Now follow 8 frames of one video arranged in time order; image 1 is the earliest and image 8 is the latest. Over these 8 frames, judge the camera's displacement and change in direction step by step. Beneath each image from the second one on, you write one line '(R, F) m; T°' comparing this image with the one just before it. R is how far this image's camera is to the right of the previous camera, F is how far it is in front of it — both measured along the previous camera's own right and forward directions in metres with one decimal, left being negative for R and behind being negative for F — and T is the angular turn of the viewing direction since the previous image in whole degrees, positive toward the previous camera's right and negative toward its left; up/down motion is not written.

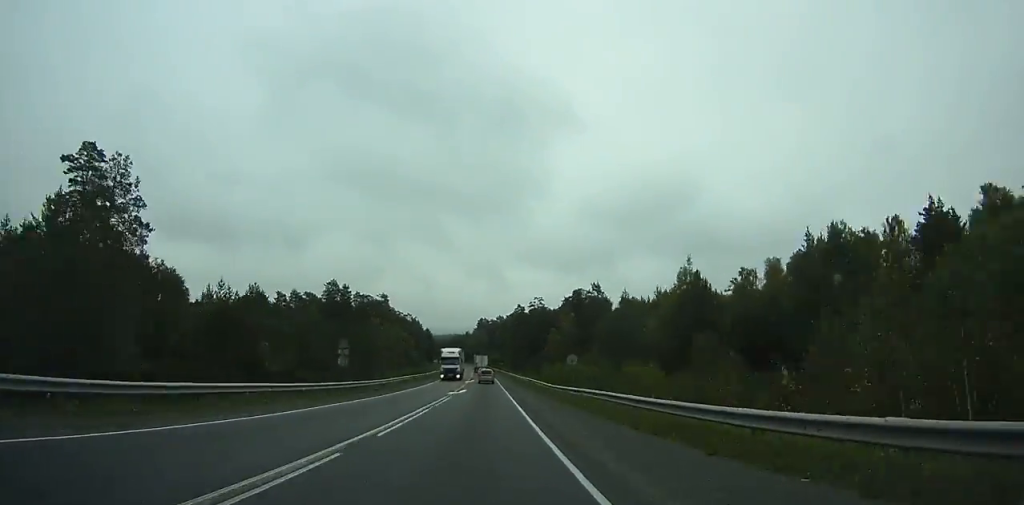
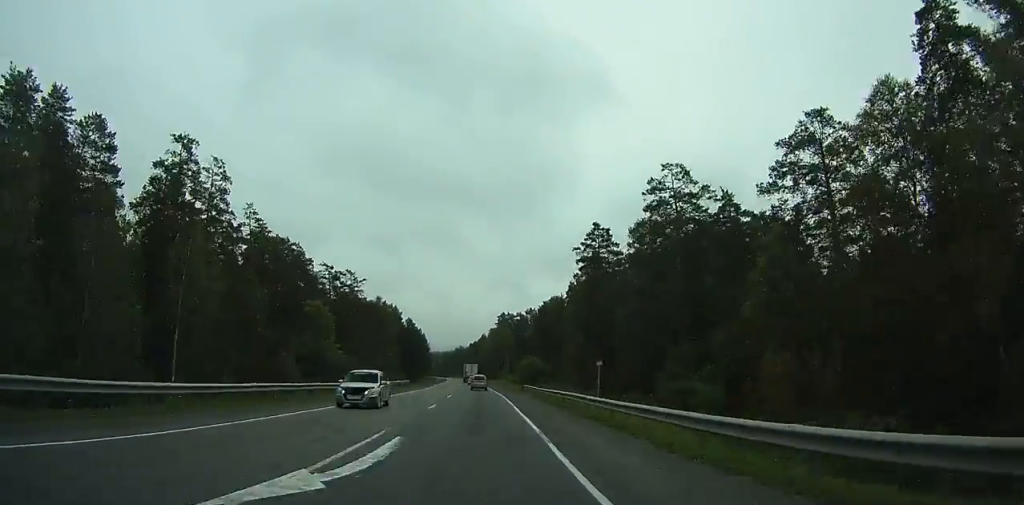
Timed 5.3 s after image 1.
(-63.9, +125.5) m; +25°
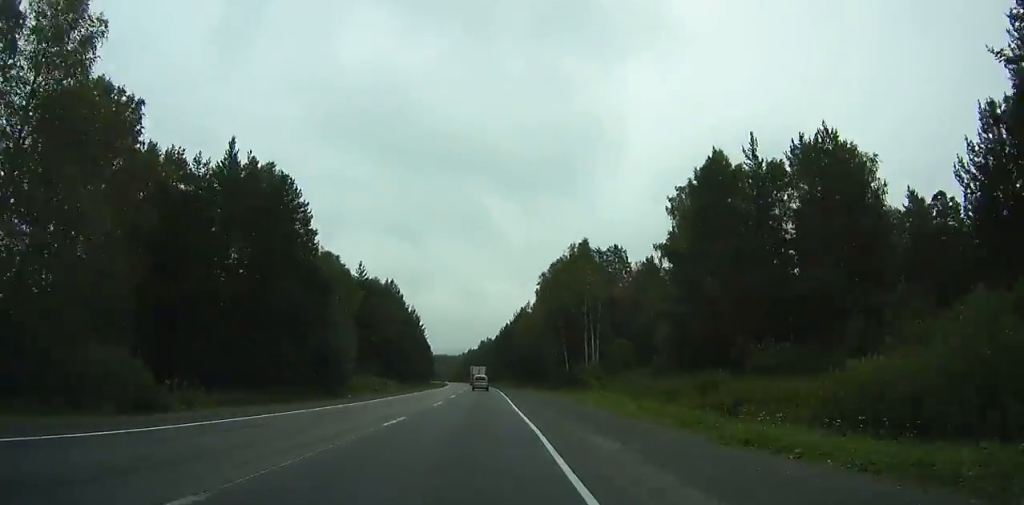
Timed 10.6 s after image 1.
(+189.8, +93.9) m; +63°
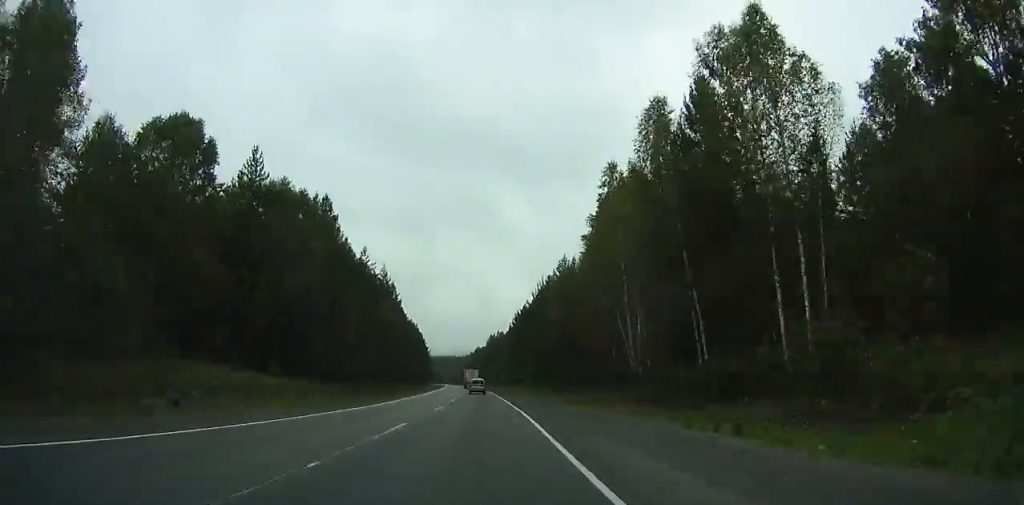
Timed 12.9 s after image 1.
(-15.2, +78.8) m; -21°
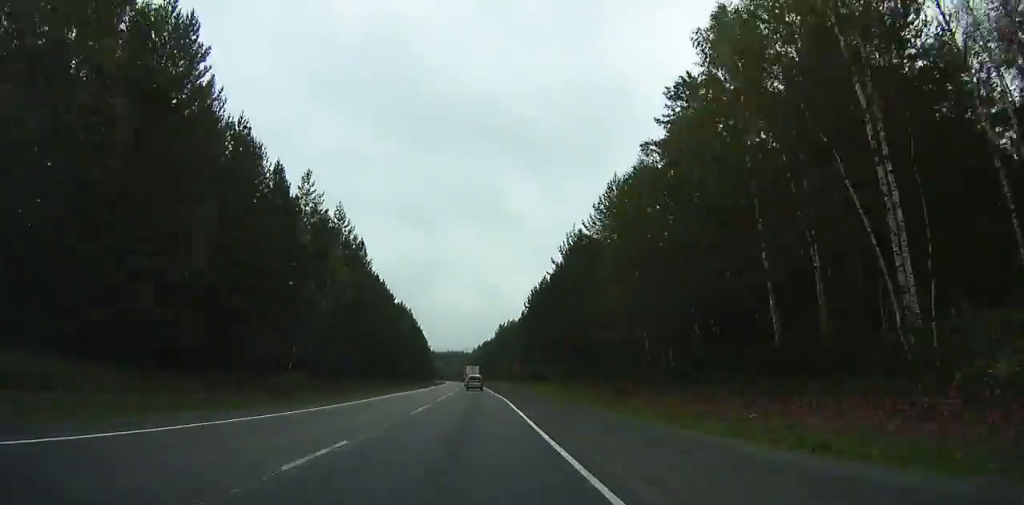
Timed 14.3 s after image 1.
(-7.5, +41.9) m; -9°
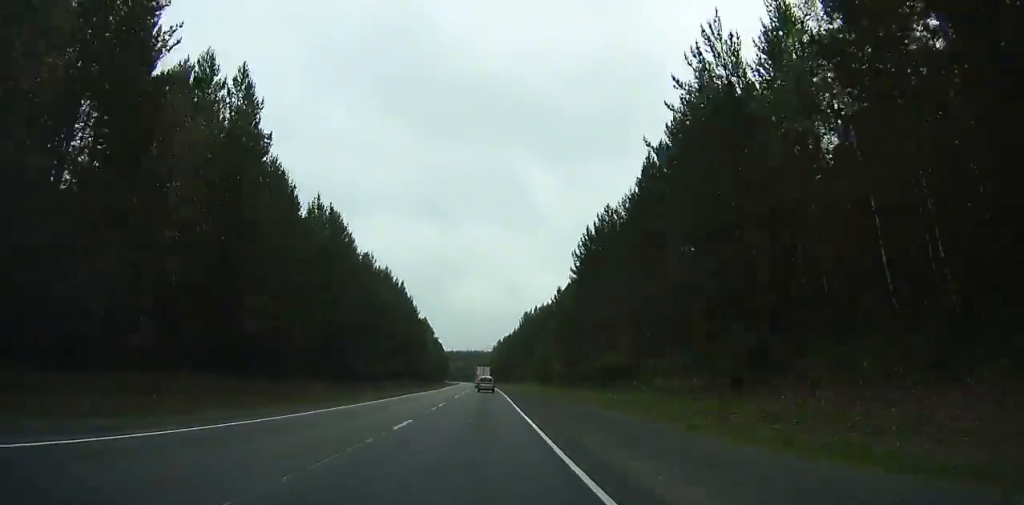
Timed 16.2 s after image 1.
(-10.1, +55.6) m; -11°
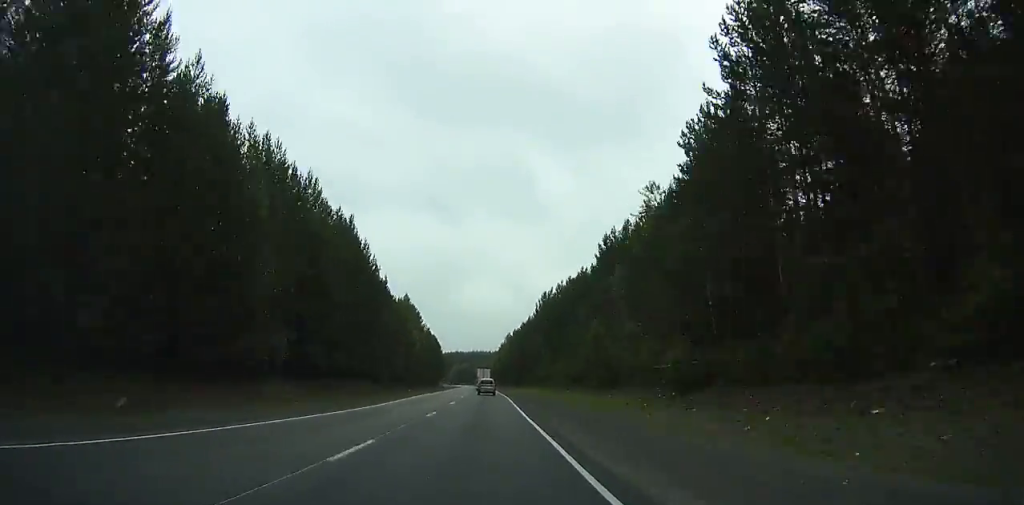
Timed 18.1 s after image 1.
(-1.1, +46.1) m; -1°
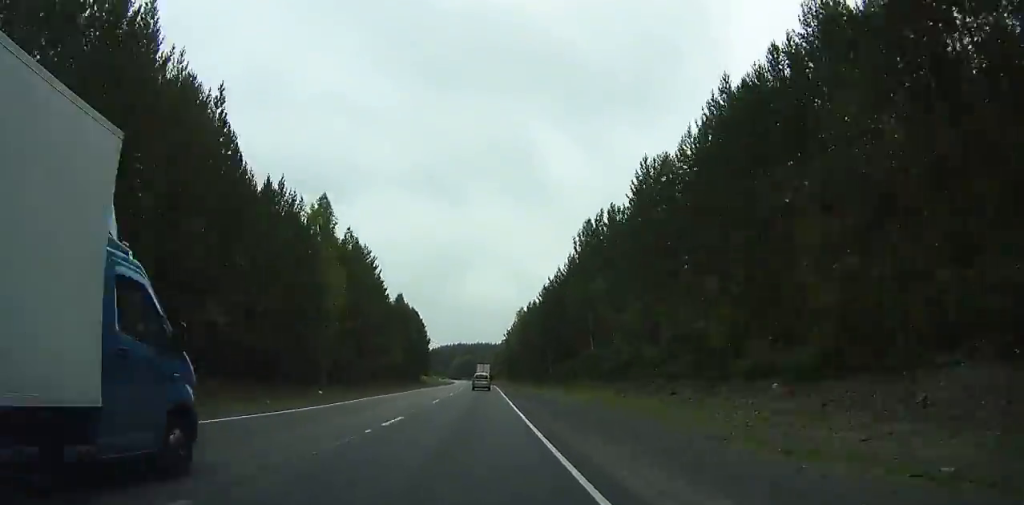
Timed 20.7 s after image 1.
(-0.6, +58.3) m; -1°
